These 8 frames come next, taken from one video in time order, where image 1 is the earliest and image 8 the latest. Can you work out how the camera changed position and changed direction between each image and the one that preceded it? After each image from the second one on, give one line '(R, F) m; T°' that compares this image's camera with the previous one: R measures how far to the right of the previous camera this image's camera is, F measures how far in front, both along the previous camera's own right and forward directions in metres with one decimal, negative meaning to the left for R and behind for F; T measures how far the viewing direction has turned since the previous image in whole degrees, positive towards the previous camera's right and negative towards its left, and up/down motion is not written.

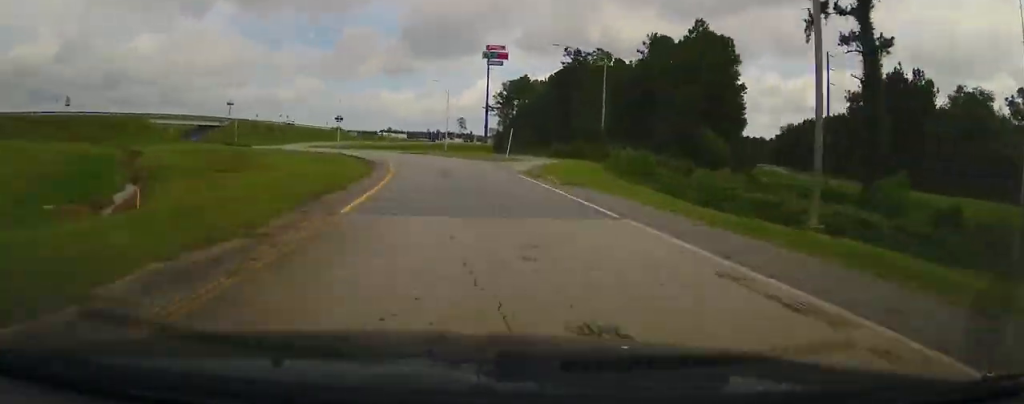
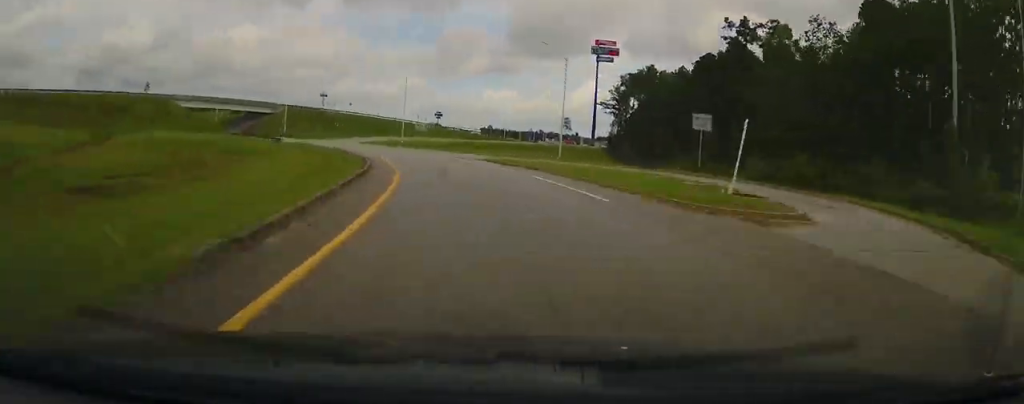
(-3.6, +33.3) m; -12°
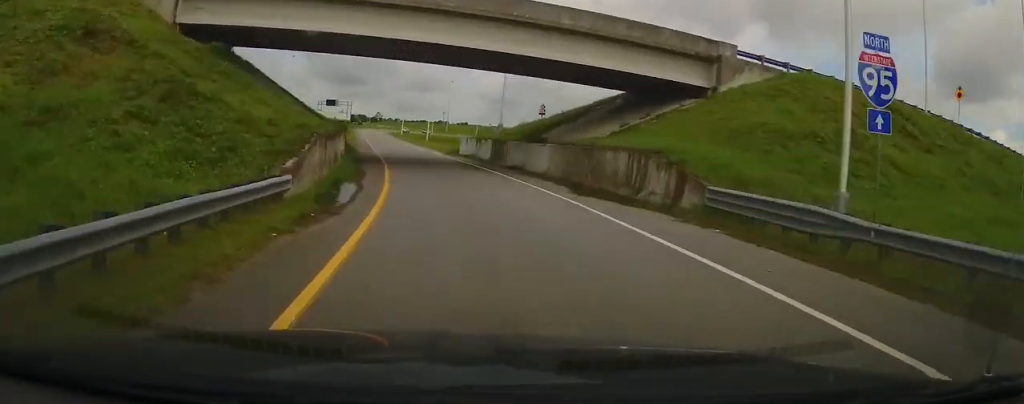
(-37.3, +105.7) m; -36°
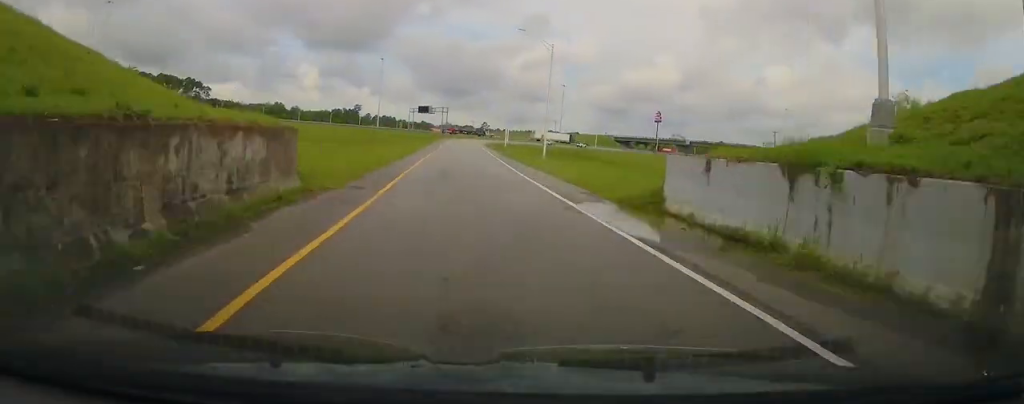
(-3.6, +33.8) m; -1°
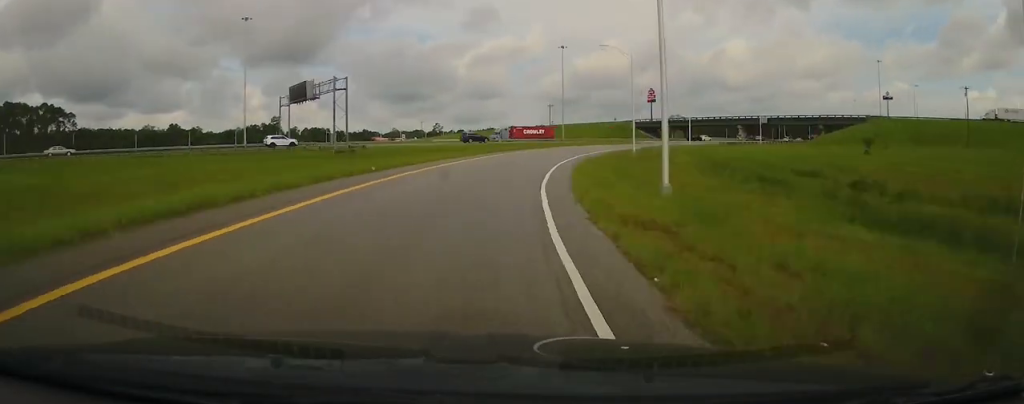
(-0.1, +108.3) m; +15°
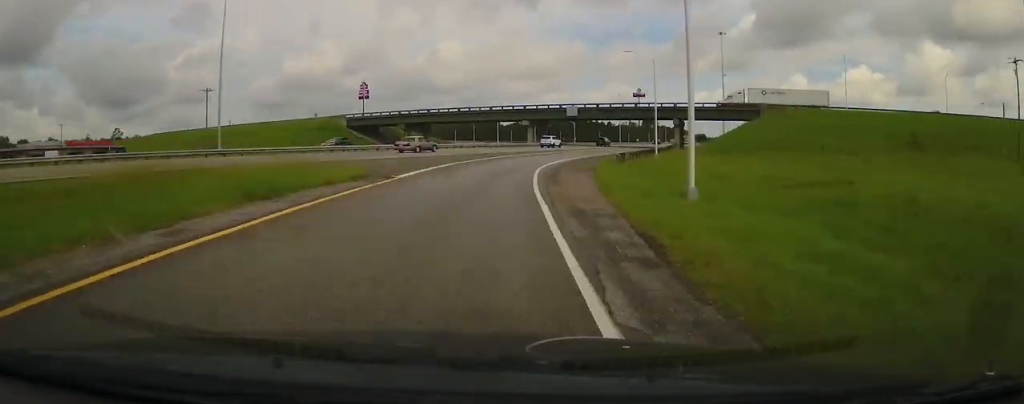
(+18.2, +79.4) m; +24°
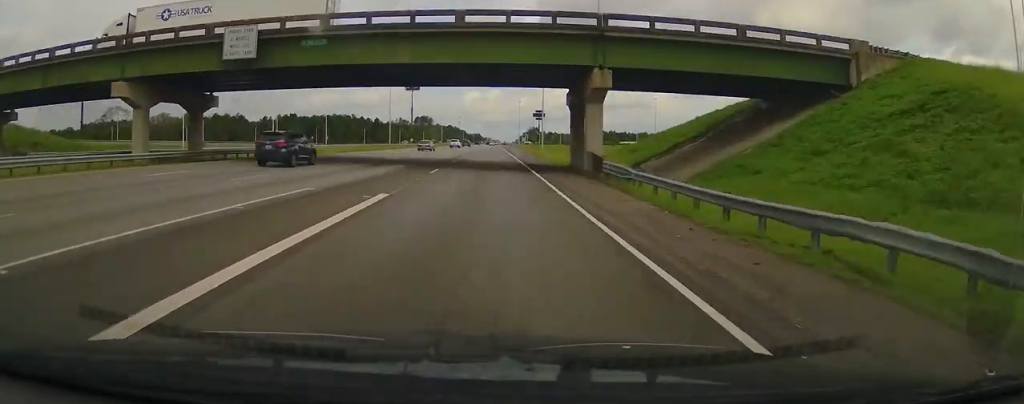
(+15.7, +81.5) m; +13°
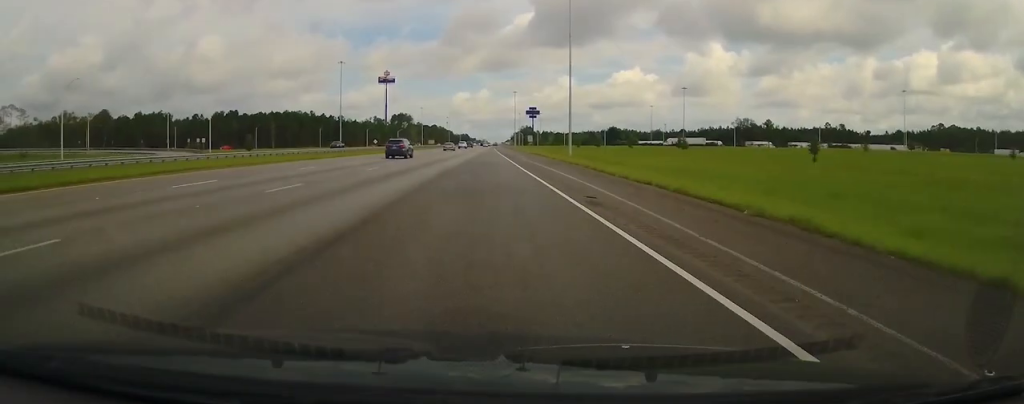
(+5.1, +80.1) m; +4°
